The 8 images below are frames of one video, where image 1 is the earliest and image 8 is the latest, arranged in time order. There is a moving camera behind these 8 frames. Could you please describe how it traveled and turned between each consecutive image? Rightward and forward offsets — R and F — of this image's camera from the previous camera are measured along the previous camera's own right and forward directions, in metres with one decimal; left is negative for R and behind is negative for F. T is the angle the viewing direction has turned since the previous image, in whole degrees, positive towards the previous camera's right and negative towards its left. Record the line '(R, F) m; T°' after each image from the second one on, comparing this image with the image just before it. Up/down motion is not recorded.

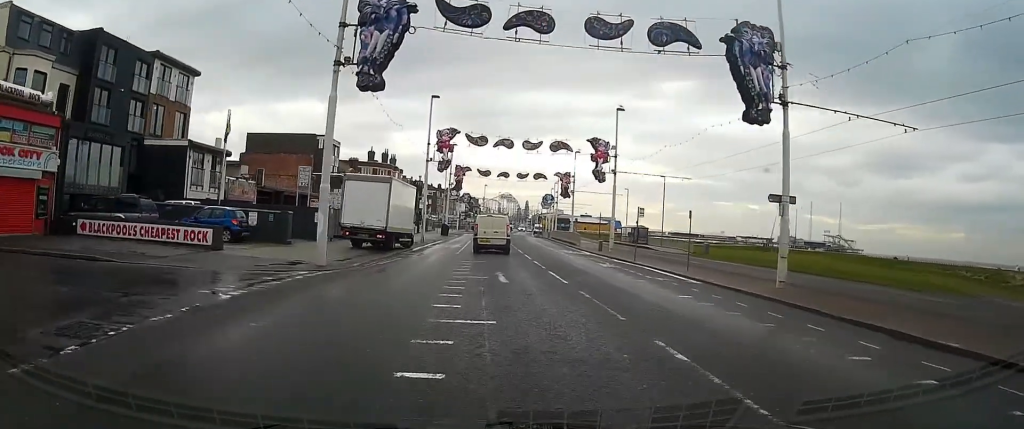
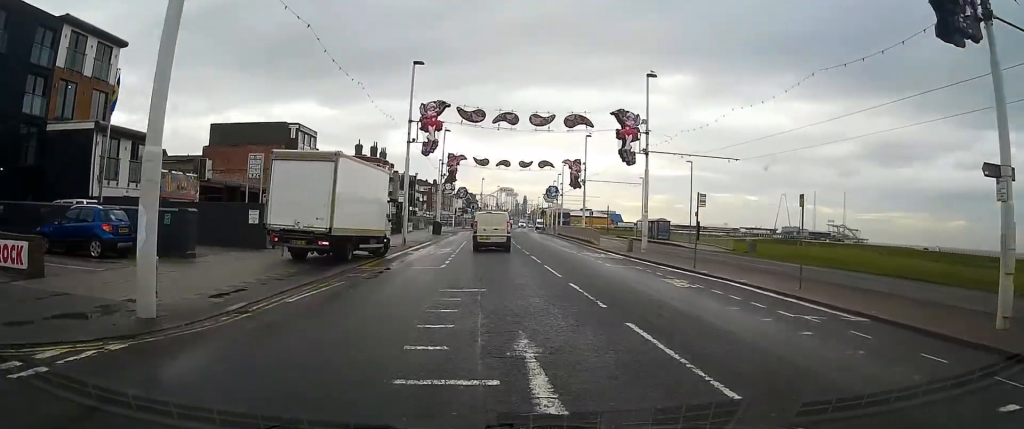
(+0.1, +10.5) m; 0°
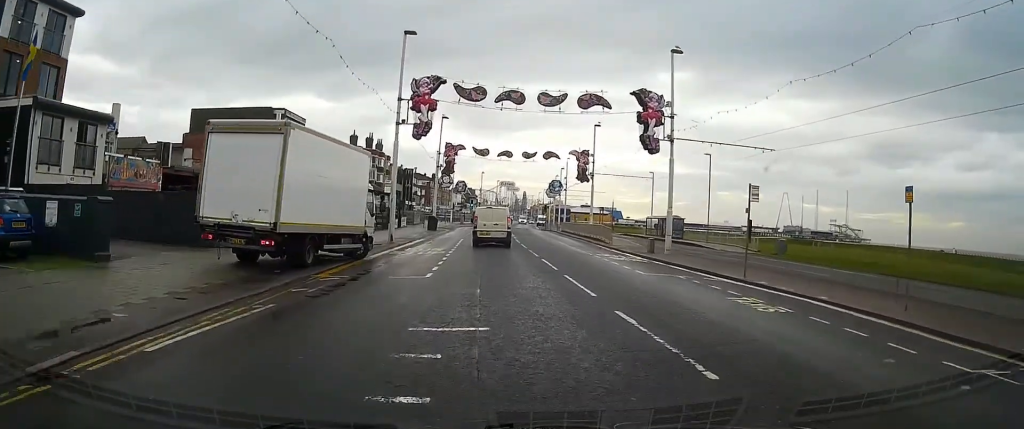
(0.0, +5.2) m; 0°
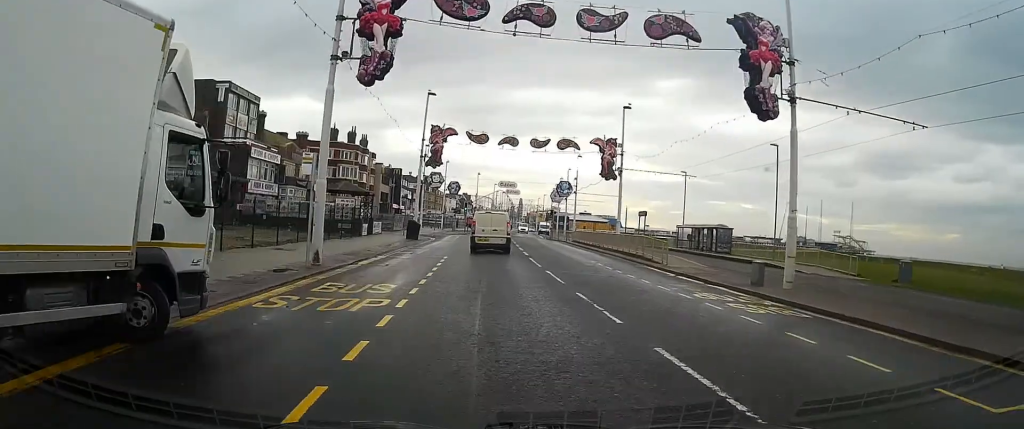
(0.0, +14.4) m; 0°
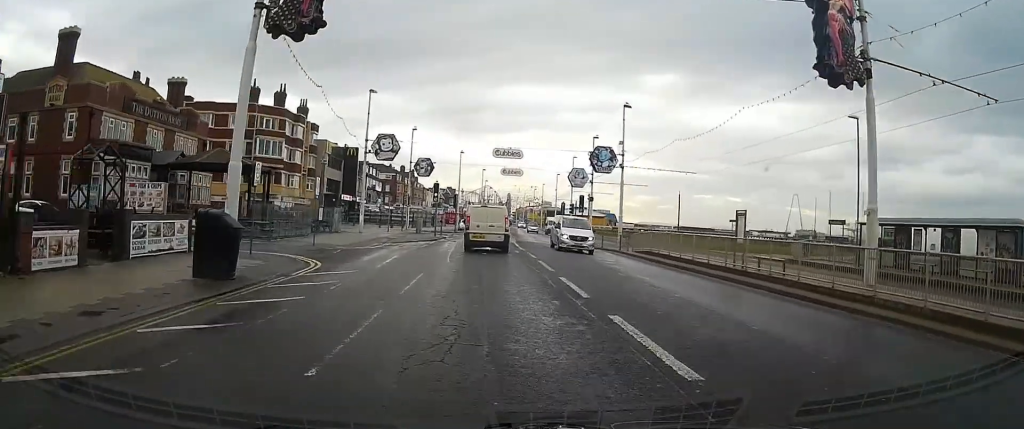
(+0.3, +34.6) m; +1°
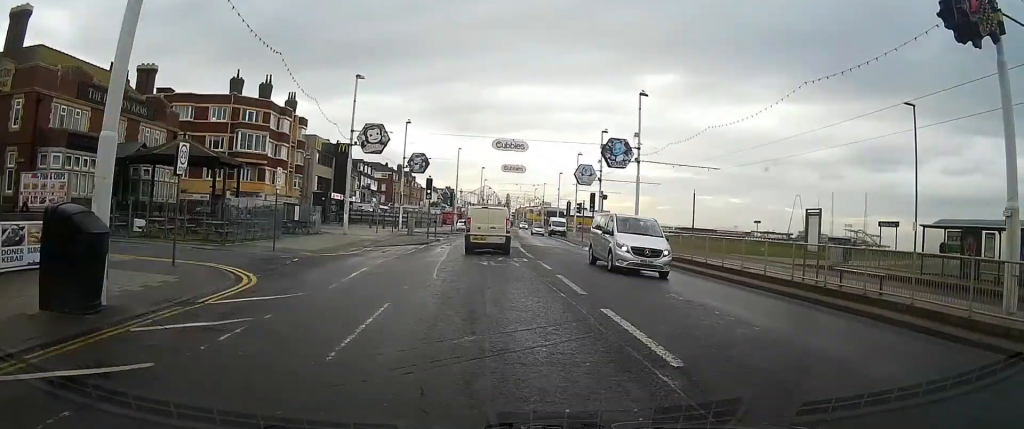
(0.0, +5.5) m; 0°
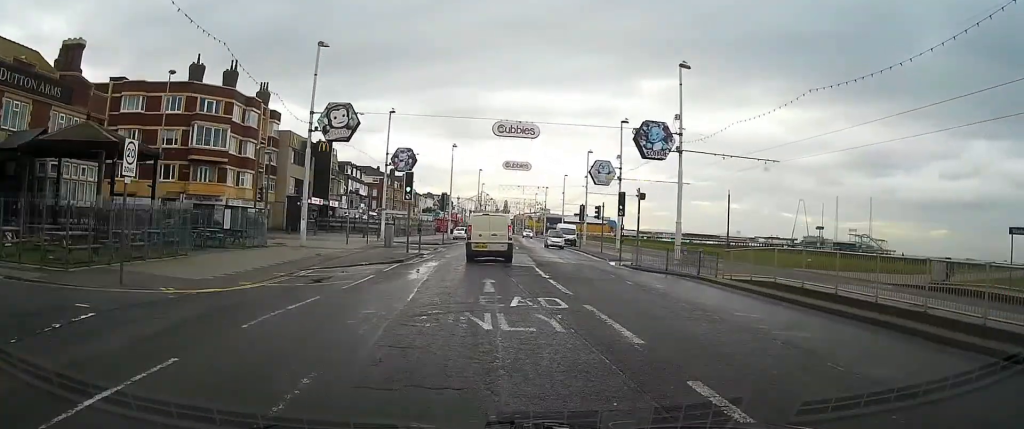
(0.0, +10.4) m; 0°
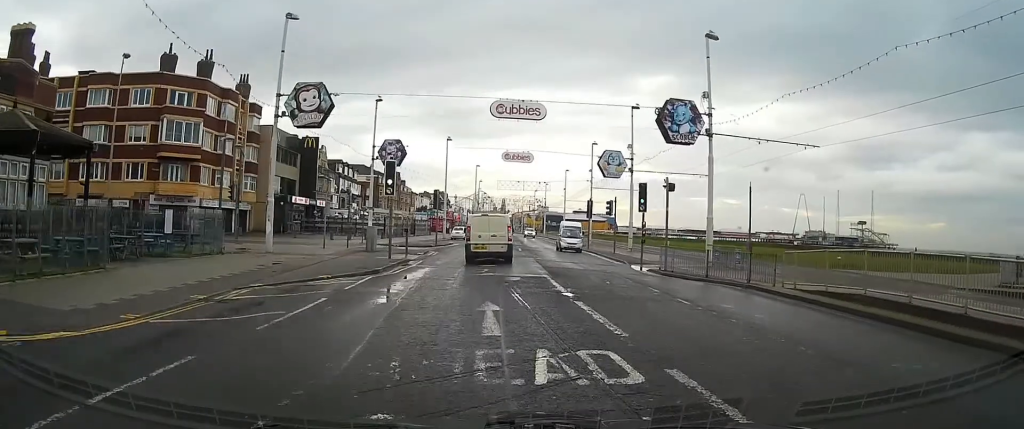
(0.0, +5.4) m; 0°
